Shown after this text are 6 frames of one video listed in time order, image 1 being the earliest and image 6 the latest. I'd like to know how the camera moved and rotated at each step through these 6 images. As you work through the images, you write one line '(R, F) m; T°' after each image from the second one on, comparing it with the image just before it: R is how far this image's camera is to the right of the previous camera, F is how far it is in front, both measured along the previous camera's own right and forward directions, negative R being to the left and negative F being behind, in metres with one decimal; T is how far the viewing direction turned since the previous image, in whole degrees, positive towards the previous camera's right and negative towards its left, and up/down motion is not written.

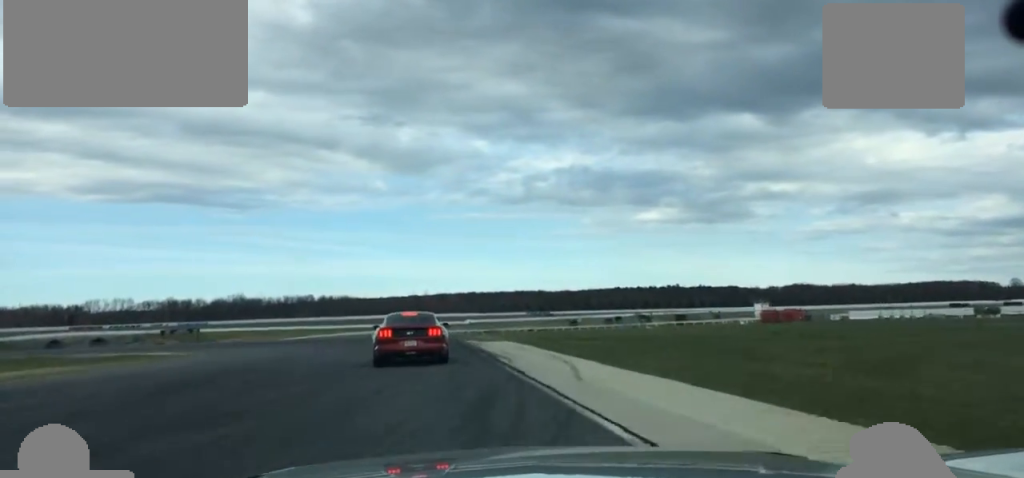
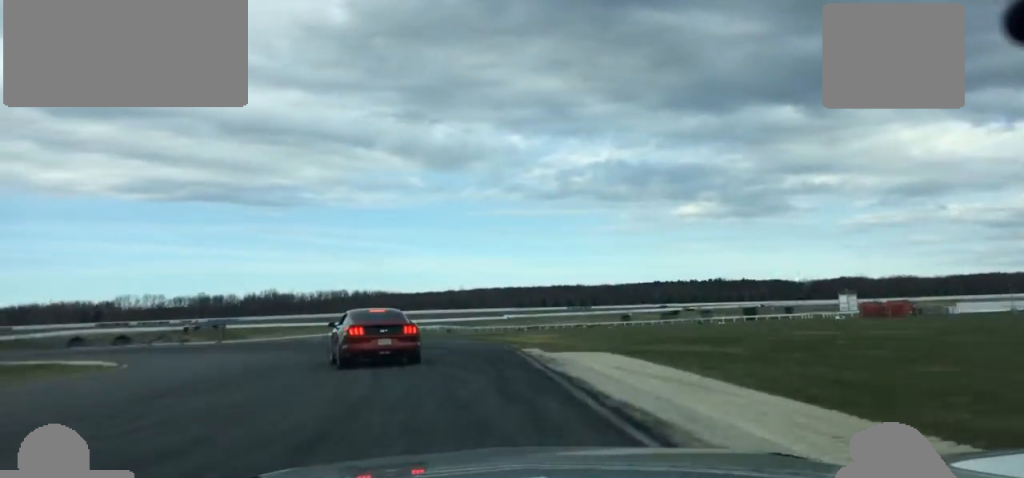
(-0.1, +18.3) m; -6°
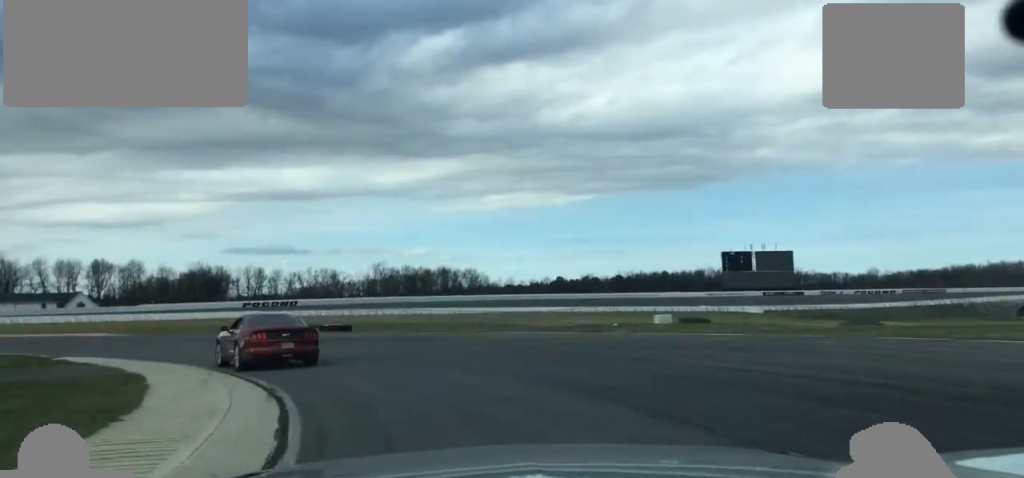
(-21.0, +65.8) m; -46°
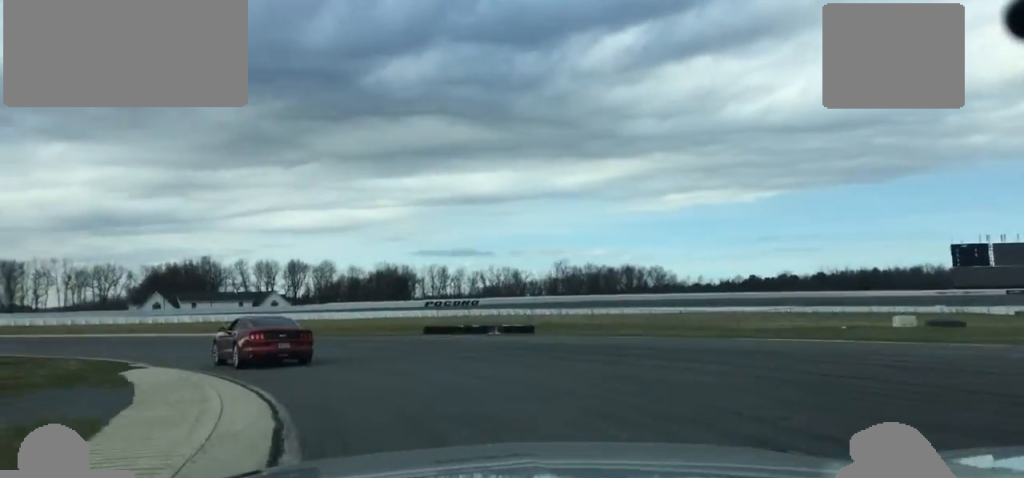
(+0.6, +11.8) m; -21°
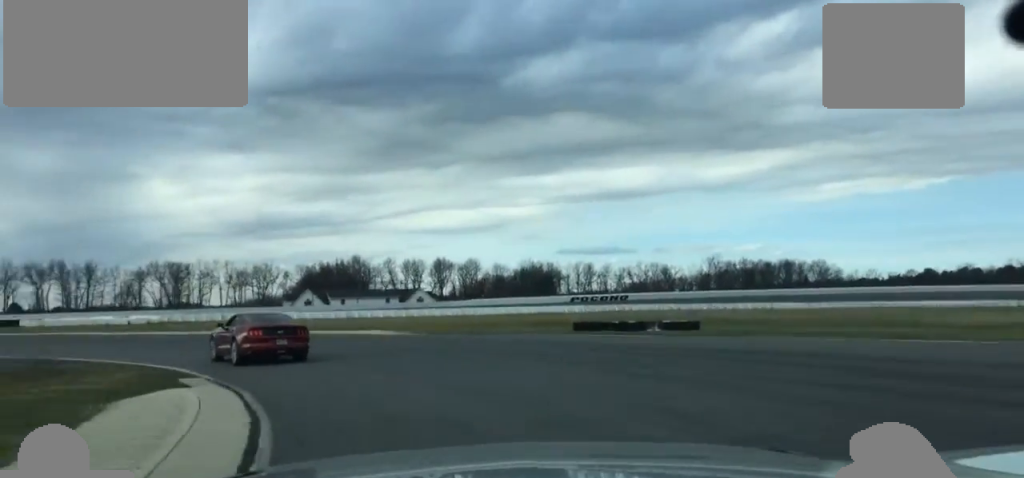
(-2.9, +8.9) m; -13°
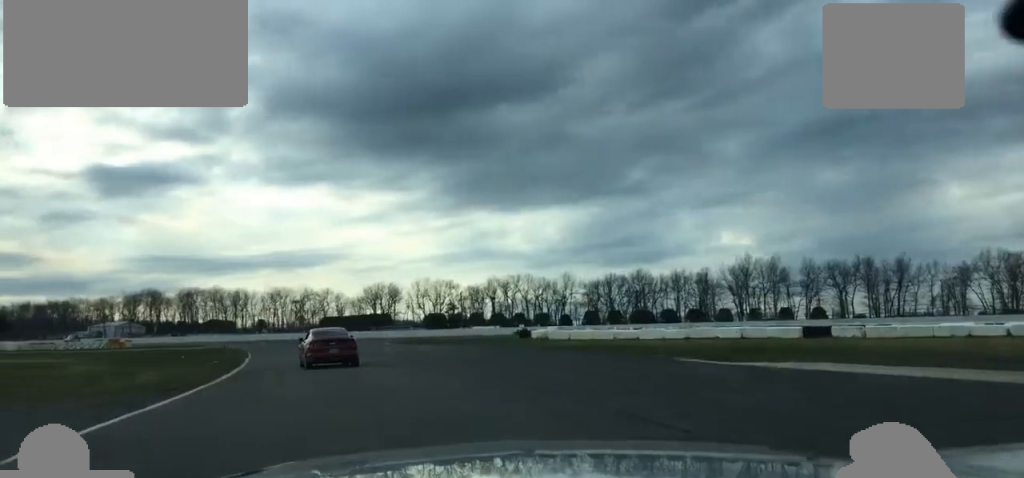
(-22.7, +50.9) m; -38°
